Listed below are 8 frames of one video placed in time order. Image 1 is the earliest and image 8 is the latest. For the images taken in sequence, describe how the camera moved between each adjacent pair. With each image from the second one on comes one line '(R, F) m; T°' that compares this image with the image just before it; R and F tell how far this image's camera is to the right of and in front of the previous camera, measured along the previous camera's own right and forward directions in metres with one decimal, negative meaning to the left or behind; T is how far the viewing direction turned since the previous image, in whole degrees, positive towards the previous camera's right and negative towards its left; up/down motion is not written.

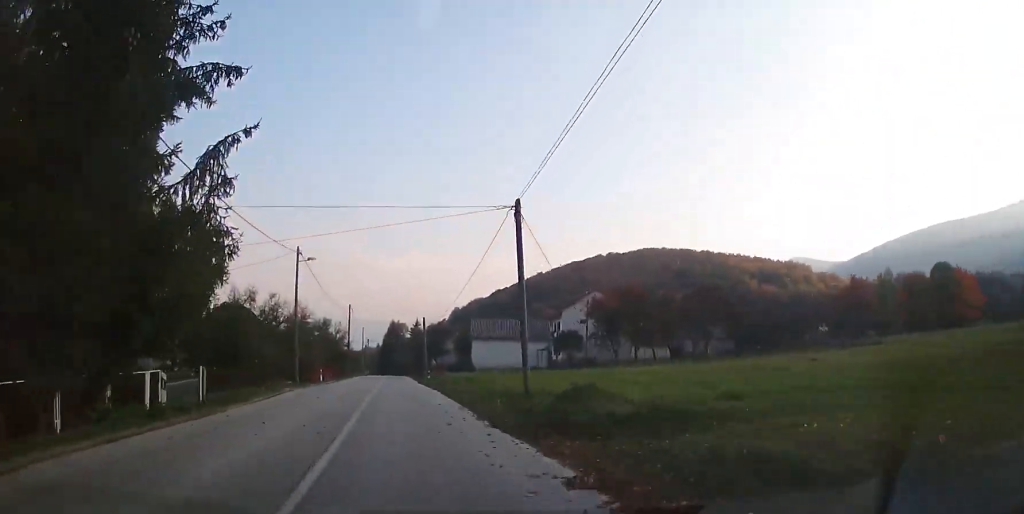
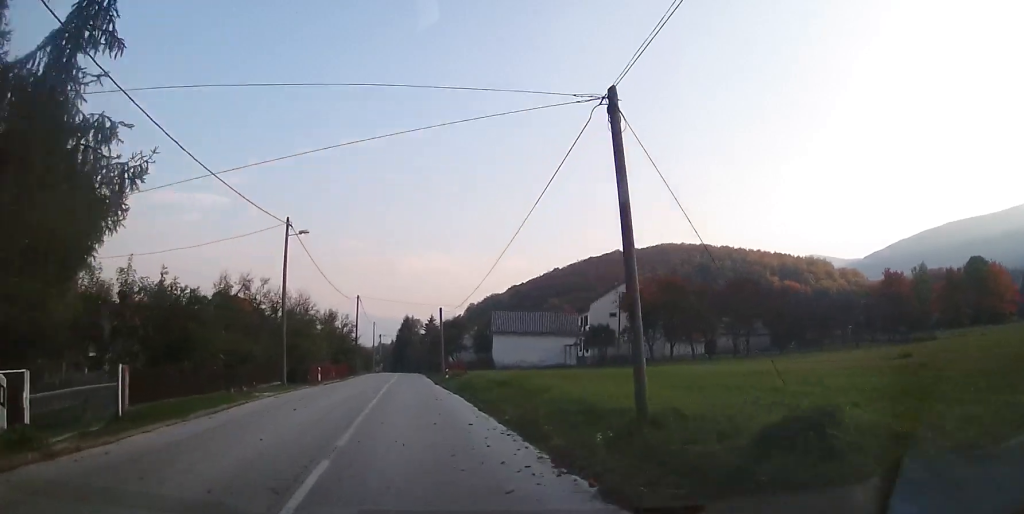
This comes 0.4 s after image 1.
(0.0, +6.7) m; -1°
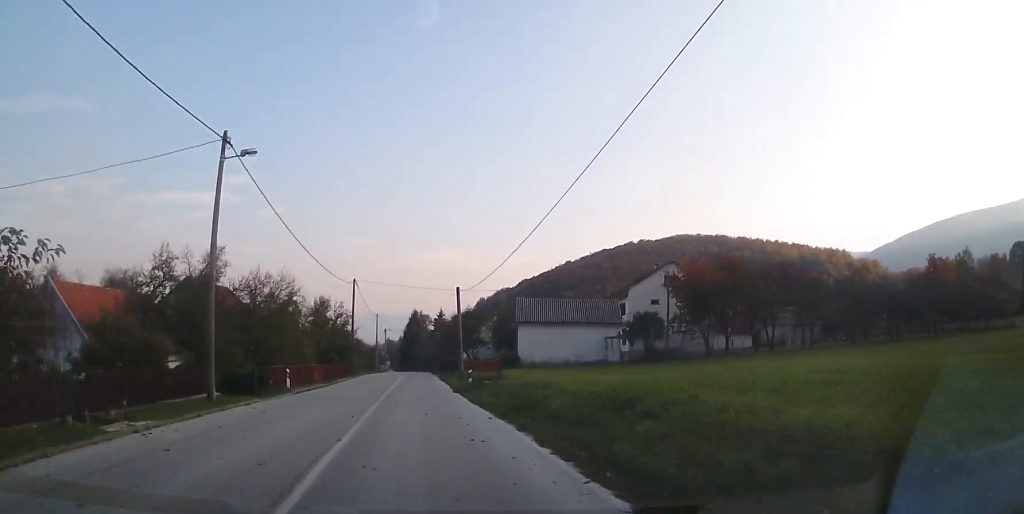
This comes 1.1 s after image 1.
(-0.2, +11.1) m; -2°
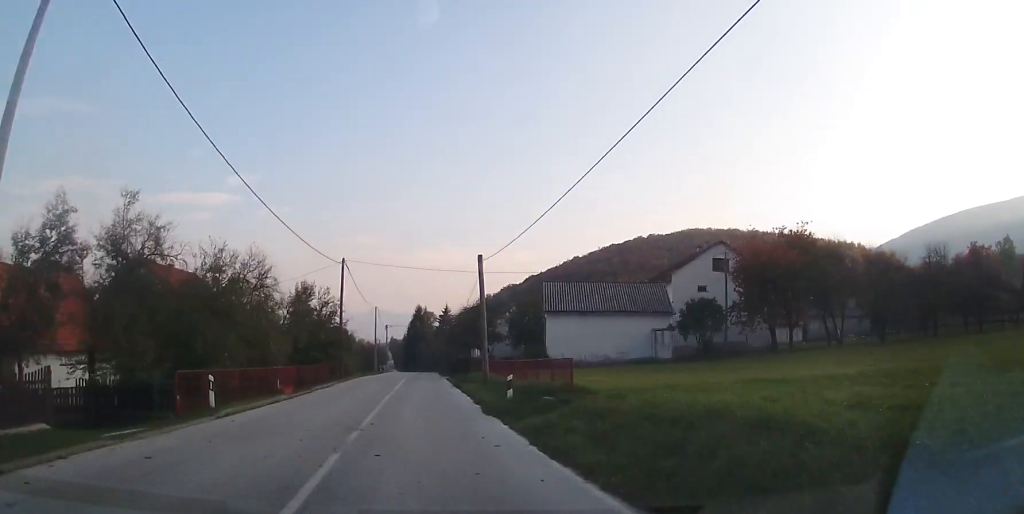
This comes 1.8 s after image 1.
(-0.1, +10.2) m; -1°
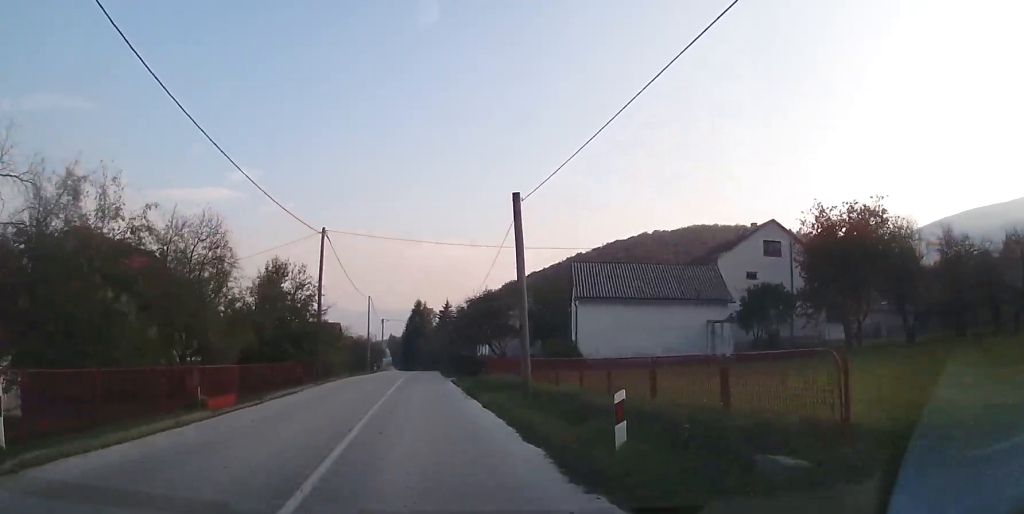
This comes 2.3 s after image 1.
(-0.2, +8.8) m; 0°
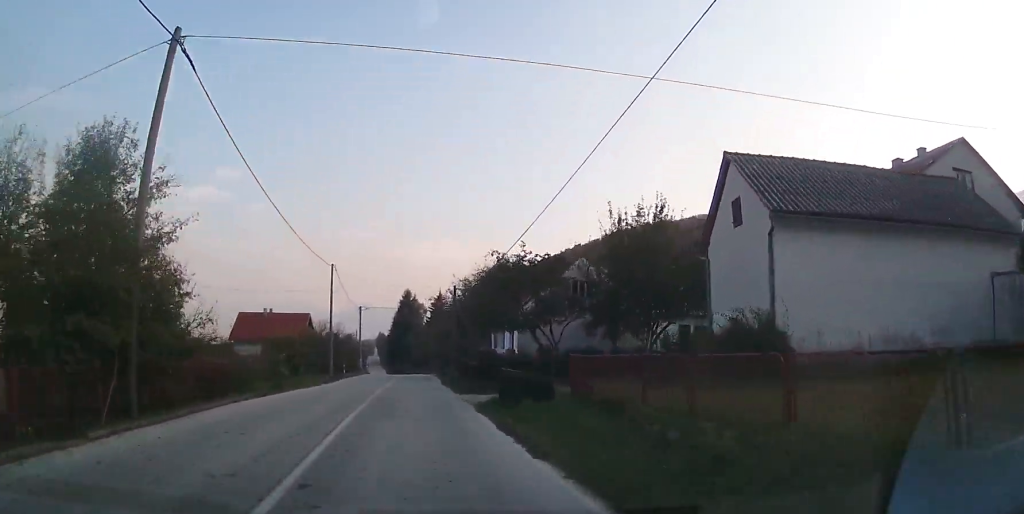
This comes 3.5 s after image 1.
(+0.4, +20.8) m; +1°
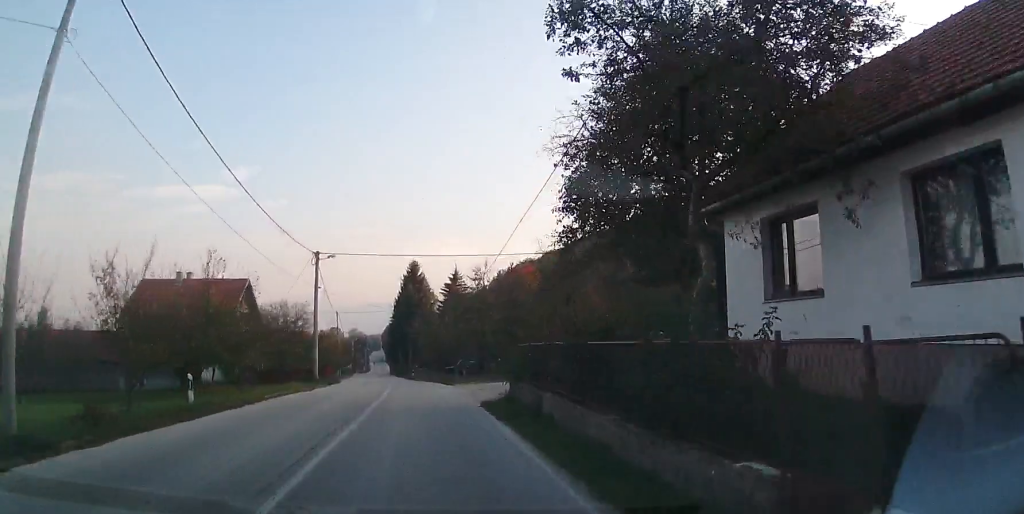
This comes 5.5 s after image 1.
(-0.6, +33.7) m; -2°
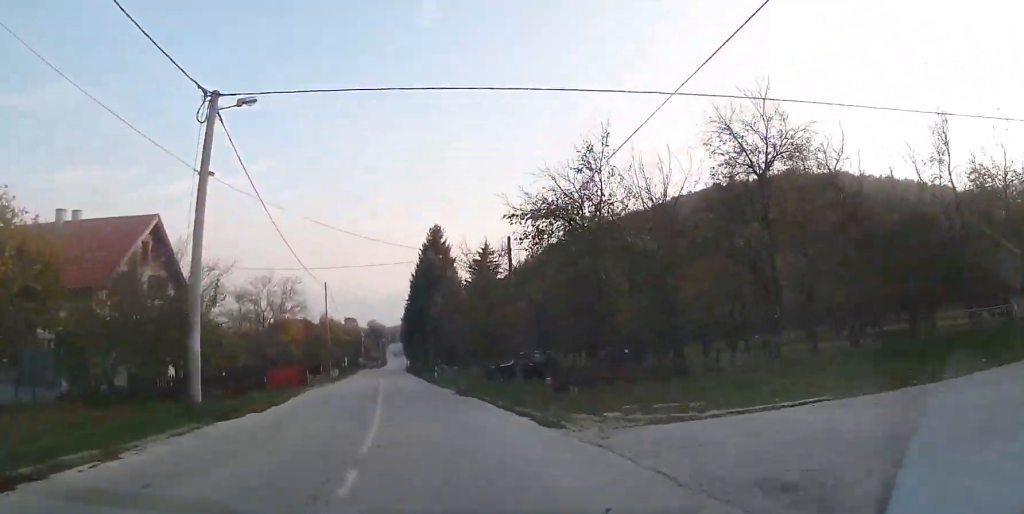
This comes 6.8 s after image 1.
(-0.3, +20.2) m; -1°
